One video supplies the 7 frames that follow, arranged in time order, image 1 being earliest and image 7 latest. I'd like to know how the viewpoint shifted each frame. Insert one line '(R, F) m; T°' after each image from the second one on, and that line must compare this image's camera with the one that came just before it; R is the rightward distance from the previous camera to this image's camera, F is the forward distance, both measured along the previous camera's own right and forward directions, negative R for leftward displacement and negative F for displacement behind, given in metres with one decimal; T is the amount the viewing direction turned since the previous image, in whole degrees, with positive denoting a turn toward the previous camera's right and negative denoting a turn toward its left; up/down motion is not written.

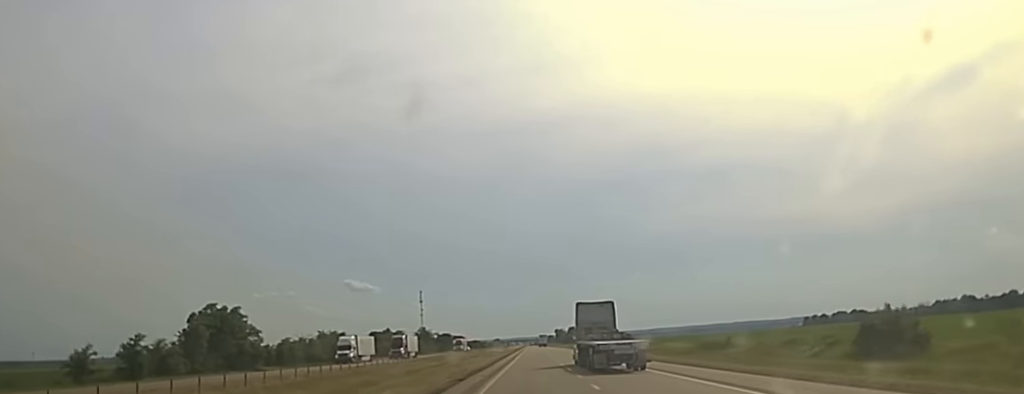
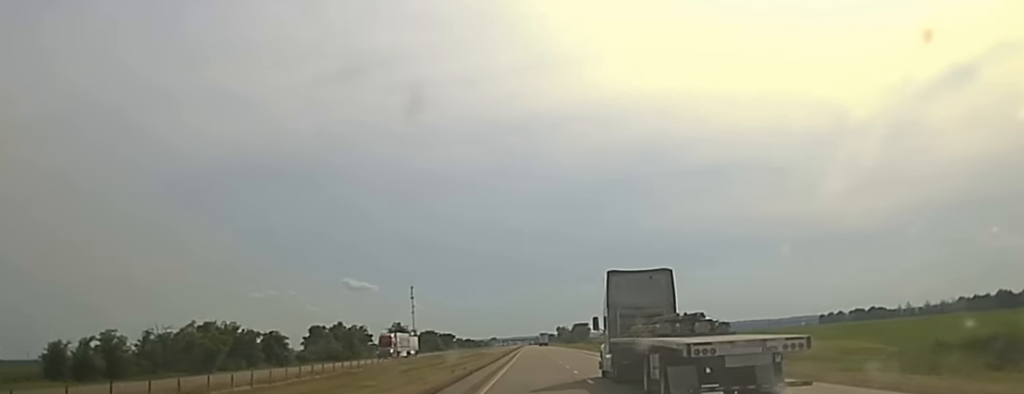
(+0.7, +90.9) m; 0°
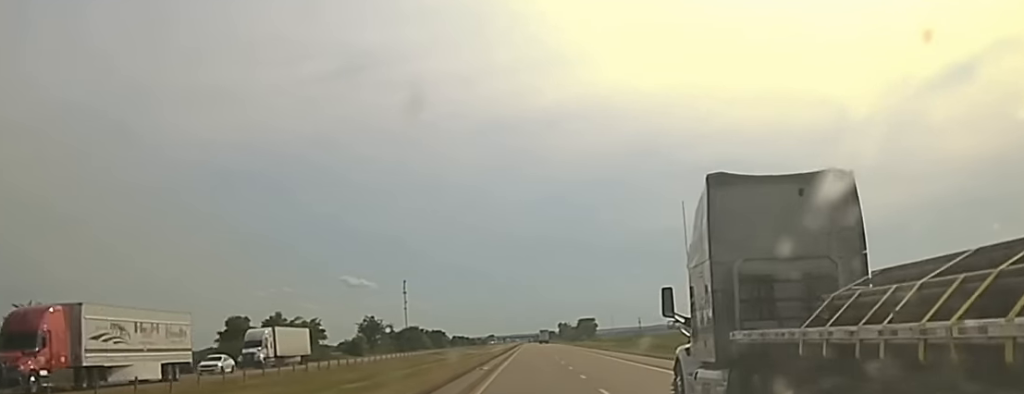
(-0.8, +66.7) m; -1°
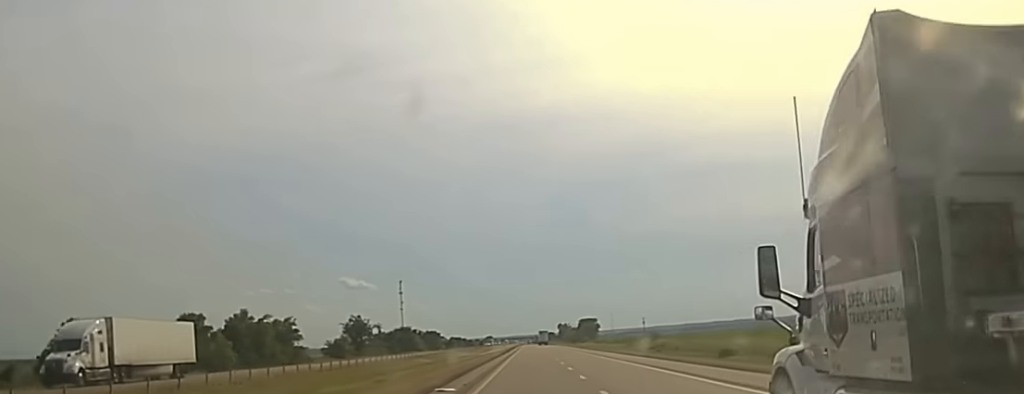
(+0.1, +23.8) m; 0°
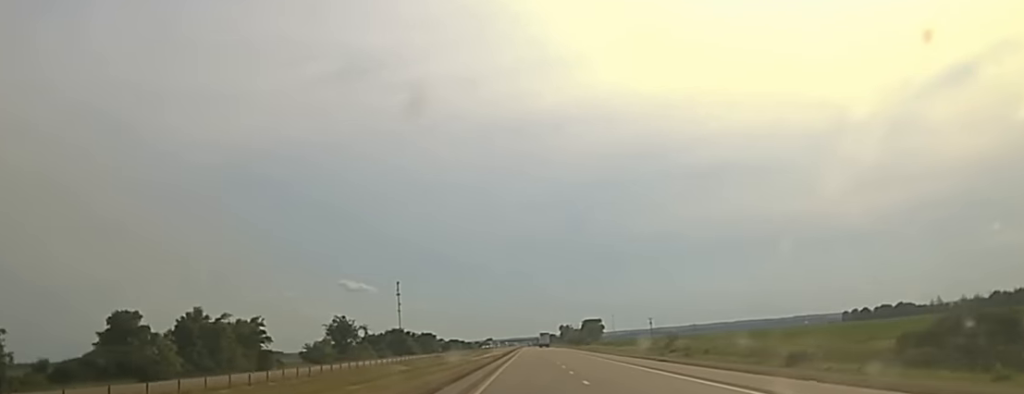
(+0.2, +27.0) m; +1°
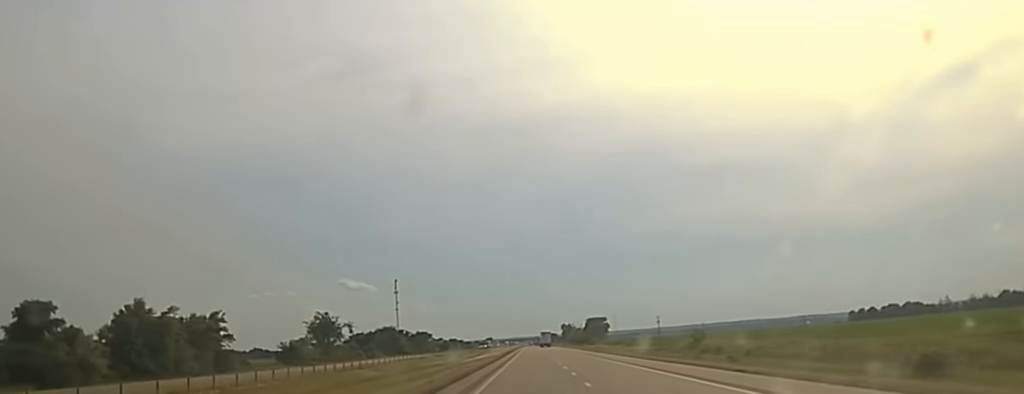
(+0.1, +24.1) m; 0°
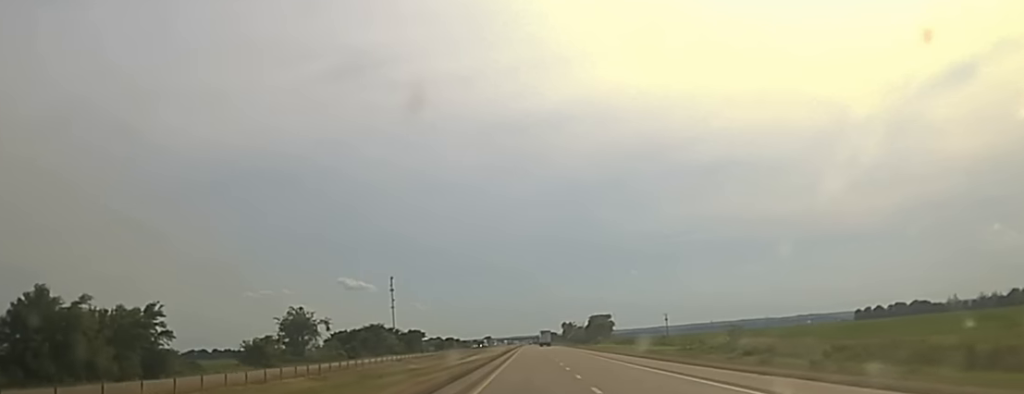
(+0.1, +28.7) m; 0°
